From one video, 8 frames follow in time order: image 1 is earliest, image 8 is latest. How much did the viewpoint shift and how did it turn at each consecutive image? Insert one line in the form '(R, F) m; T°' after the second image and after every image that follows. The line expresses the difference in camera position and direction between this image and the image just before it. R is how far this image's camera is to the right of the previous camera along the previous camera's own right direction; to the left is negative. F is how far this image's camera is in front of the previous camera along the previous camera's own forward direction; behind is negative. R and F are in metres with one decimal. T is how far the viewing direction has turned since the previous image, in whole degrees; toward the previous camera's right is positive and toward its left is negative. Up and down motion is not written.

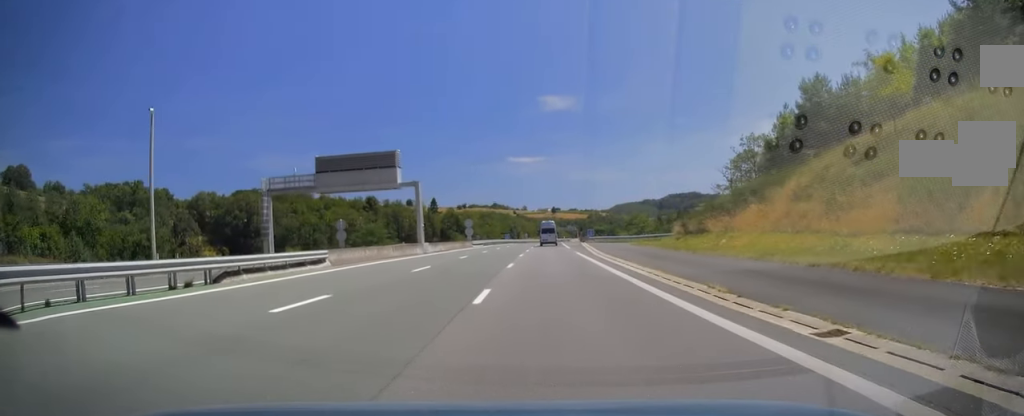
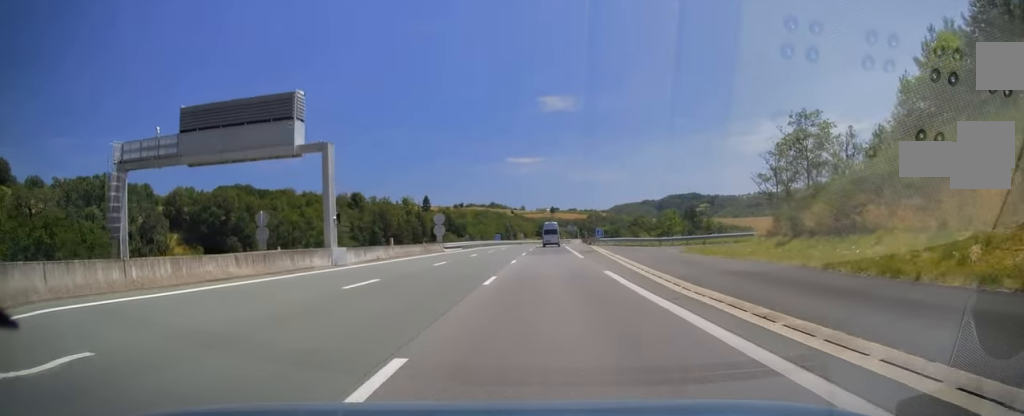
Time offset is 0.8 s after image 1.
(0.0, +21.7) m; 0°
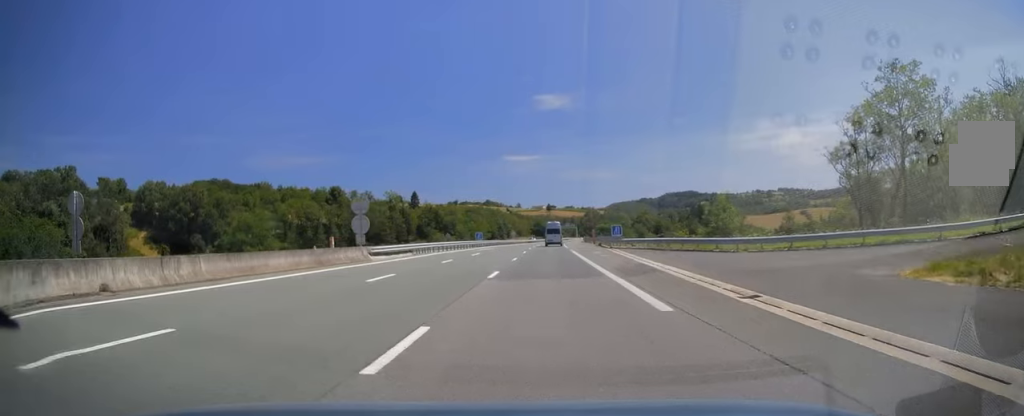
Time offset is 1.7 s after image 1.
(+0.3, +24.1) m; 0°
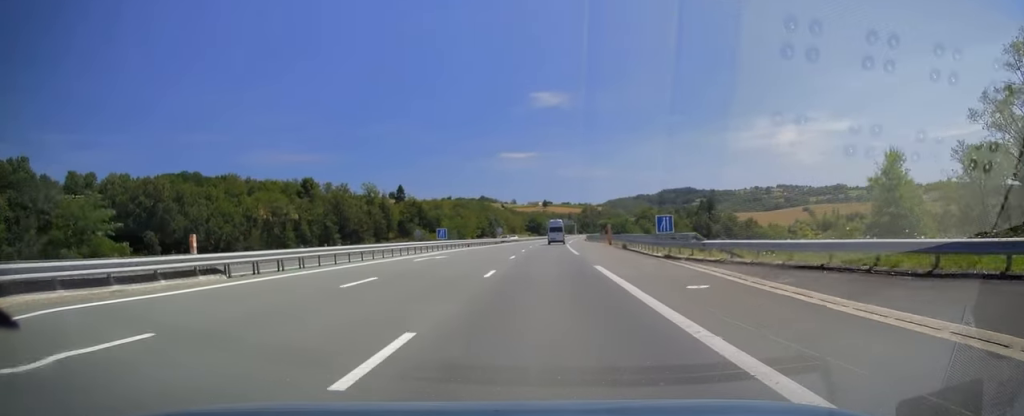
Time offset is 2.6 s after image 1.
(-0.5, +26.7) m; 0°
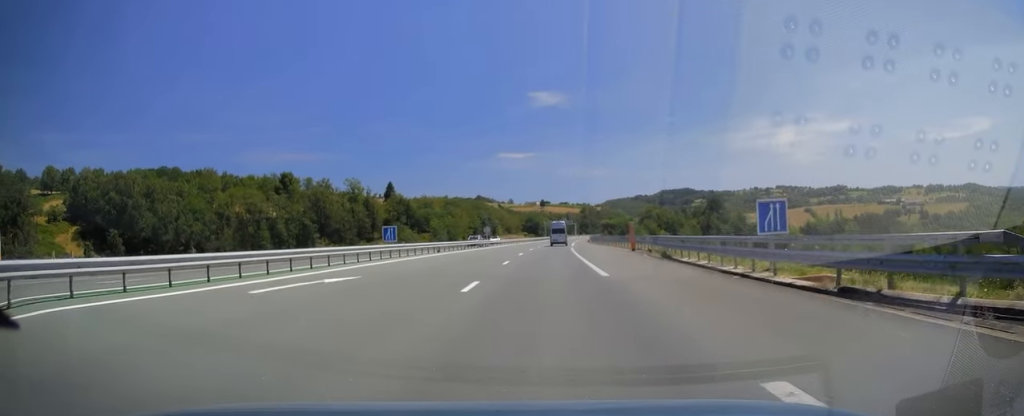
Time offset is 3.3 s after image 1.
(+0.1, +17.6) m; +1°
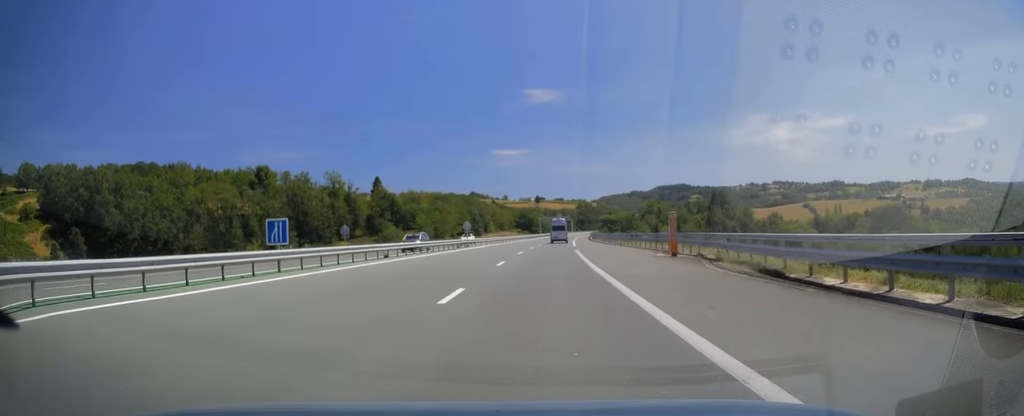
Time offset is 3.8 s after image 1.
(+0.2, +15.4) m; +1°
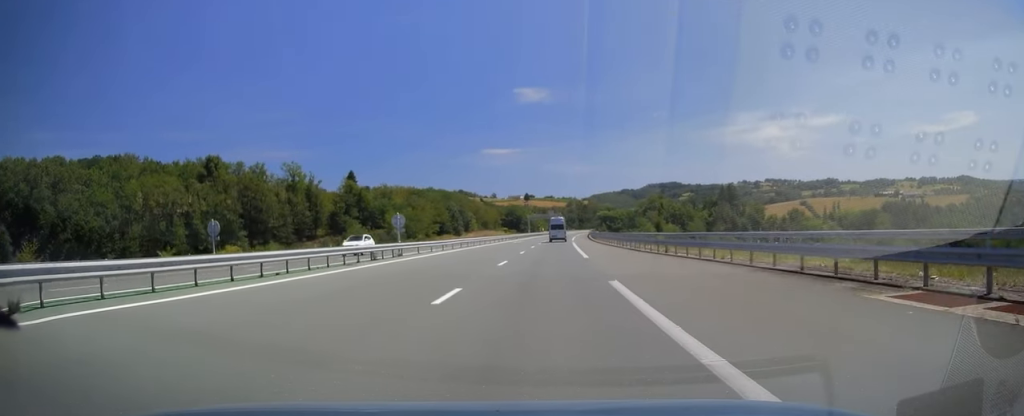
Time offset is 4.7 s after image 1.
(+0.2, +26.0) m; +1°
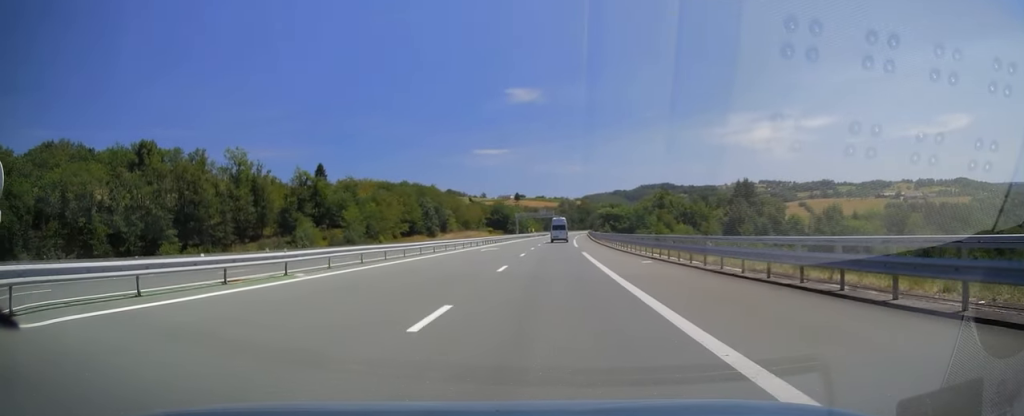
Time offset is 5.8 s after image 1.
(0.0, +29.2) m; 0°
